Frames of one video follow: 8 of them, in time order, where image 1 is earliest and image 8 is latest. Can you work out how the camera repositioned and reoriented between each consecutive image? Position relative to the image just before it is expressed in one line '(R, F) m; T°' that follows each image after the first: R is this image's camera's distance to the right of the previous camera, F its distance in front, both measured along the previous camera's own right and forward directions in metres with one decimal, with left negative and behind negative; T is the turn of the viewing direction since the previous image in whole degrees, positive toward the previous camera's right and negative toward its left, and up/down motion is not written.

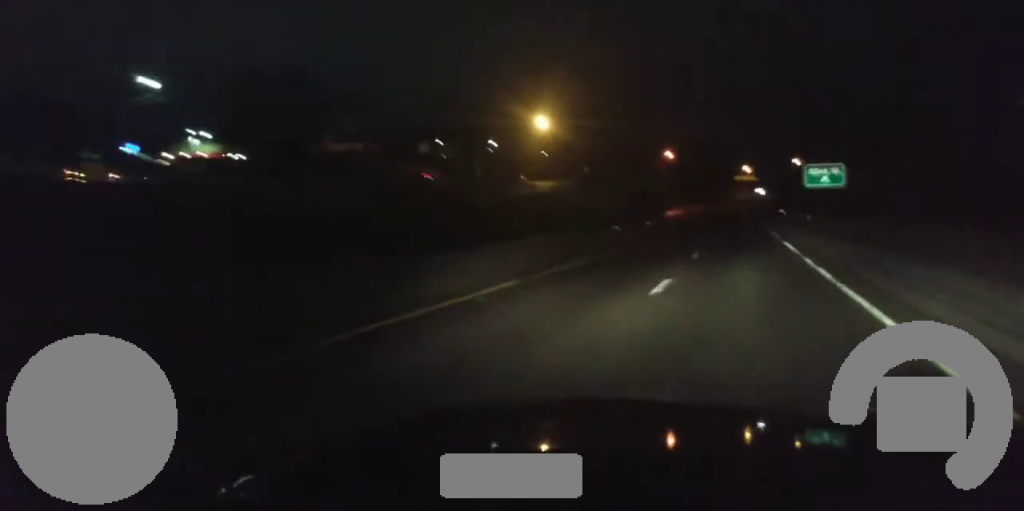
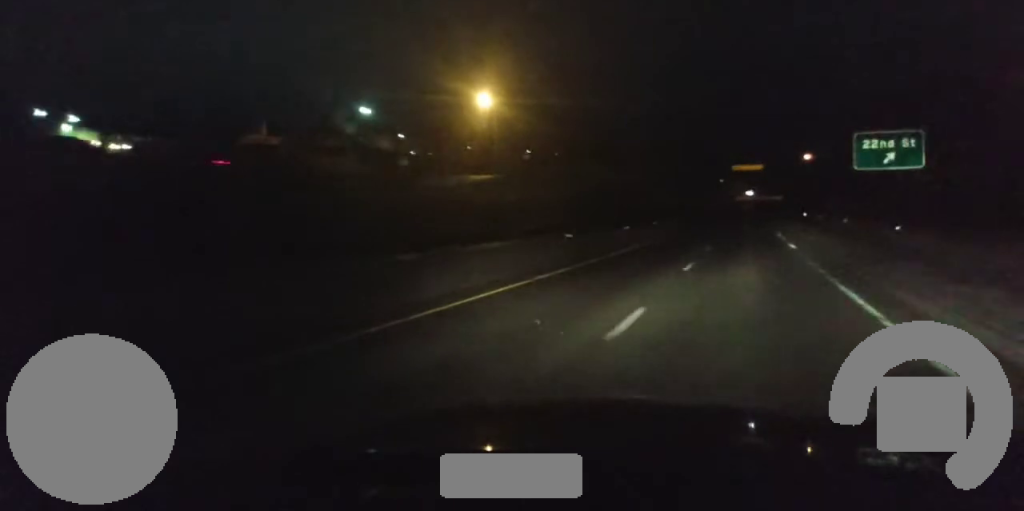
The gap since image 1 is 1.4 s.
(-0.6, +42.3) m; -1°
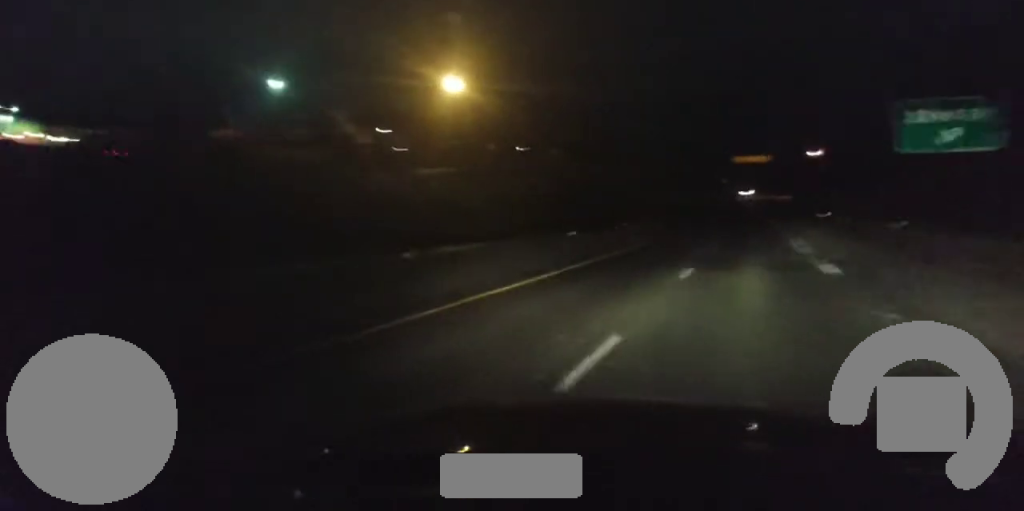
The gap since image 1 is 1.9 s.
(+0.1, +15.4) m; 0°
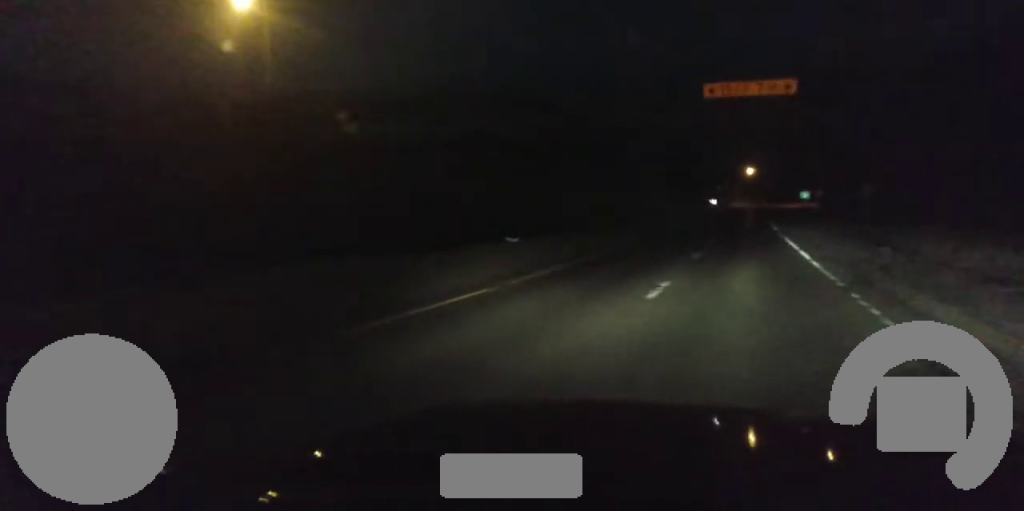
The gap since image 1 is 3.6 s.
(+0.2, +53.4) m; 0°
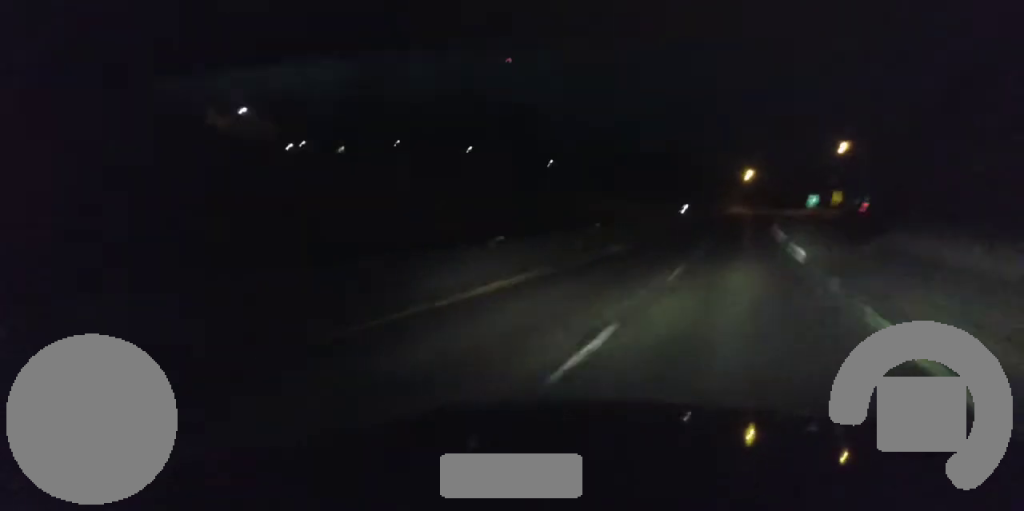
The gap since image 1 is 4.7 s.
(-0.2, +31.6) m; 0°
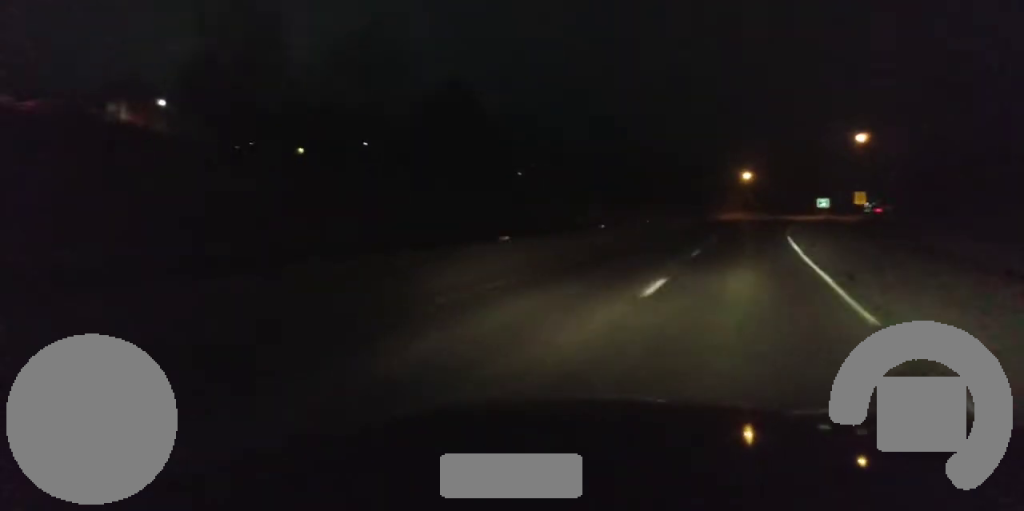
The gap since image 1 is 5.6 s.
(0.0, +29.2) m; 0°
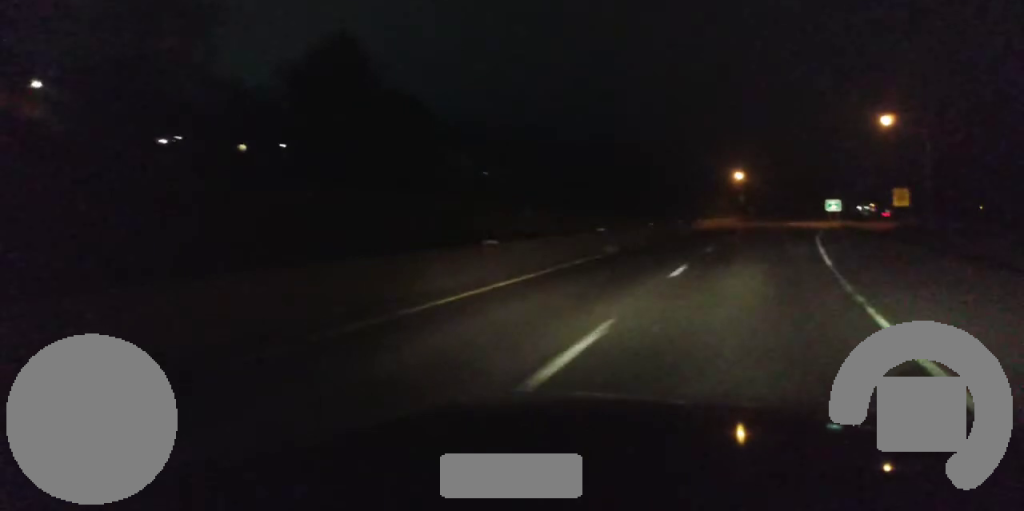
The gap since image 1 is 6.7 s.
(+0.3, +31.8) m; +1°
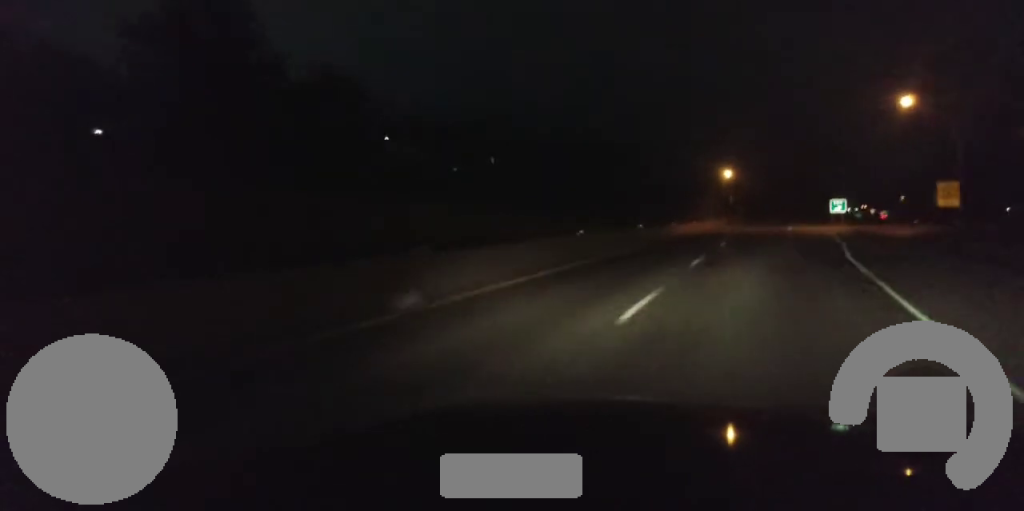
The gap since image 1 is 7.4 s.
(+0.1, +19.6) m; 0°
